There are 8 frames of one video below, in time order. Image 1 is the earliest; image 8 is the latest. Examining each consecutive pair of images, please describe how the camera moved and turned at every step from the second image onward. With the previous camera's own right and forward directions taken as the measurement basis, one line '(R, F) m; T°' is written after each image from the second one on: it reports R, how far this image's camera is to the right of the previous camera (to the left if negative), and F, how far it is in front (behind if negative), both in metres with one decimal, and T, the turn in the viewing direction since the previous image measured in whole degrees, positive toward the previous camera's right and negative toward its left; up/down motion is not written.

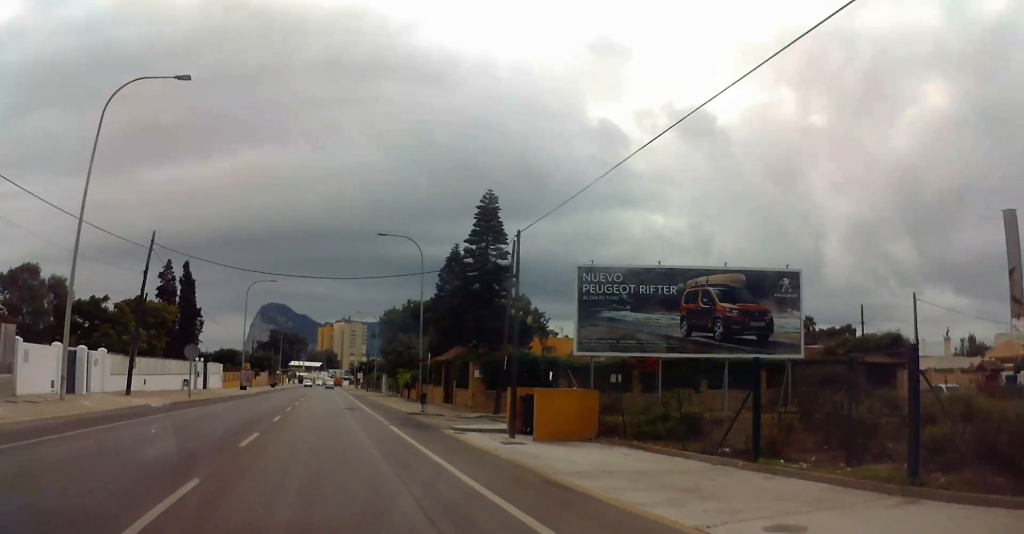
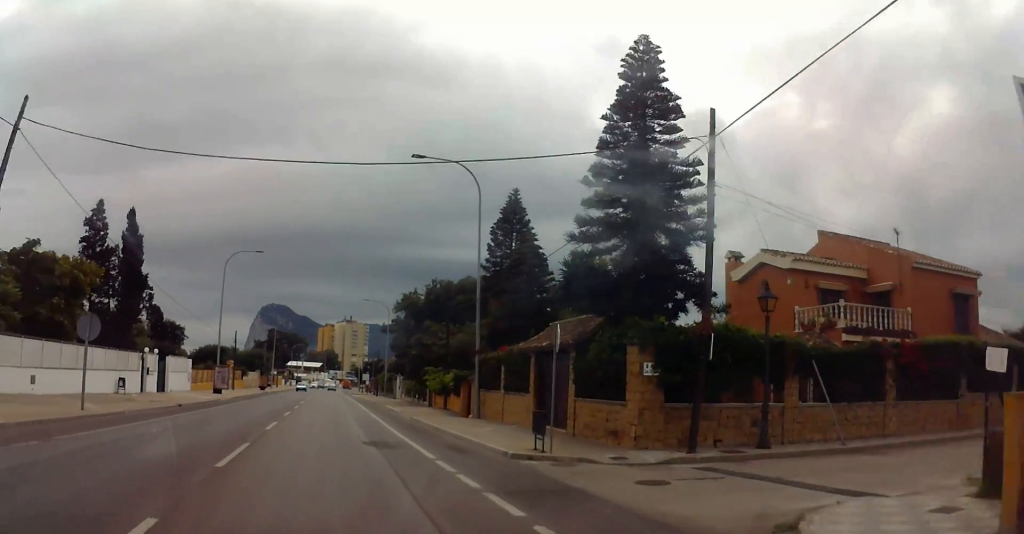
(-0.1, +17.2) m; -1°
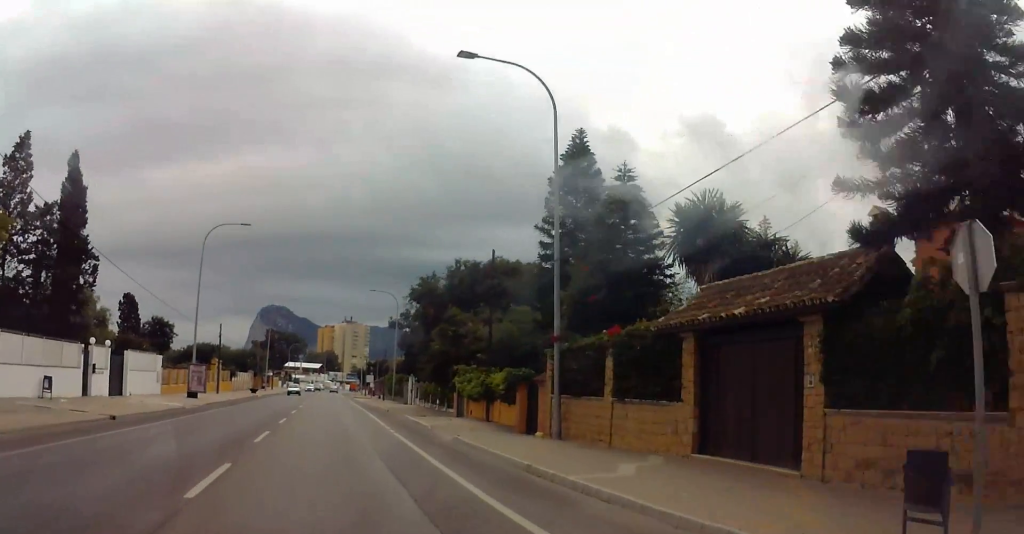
(-0.1, +11.2) m; 0°
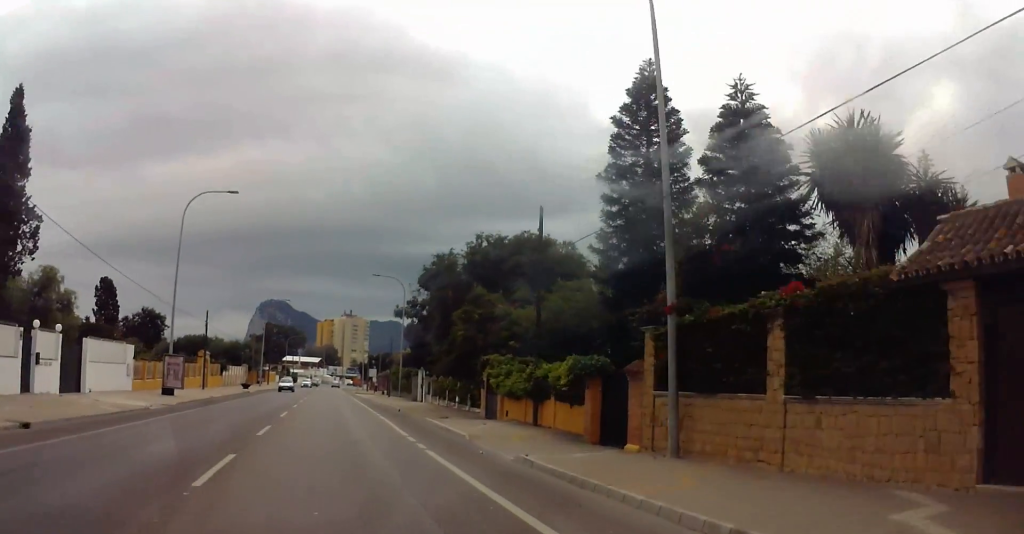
(-0.1, +6.9) m; 0°
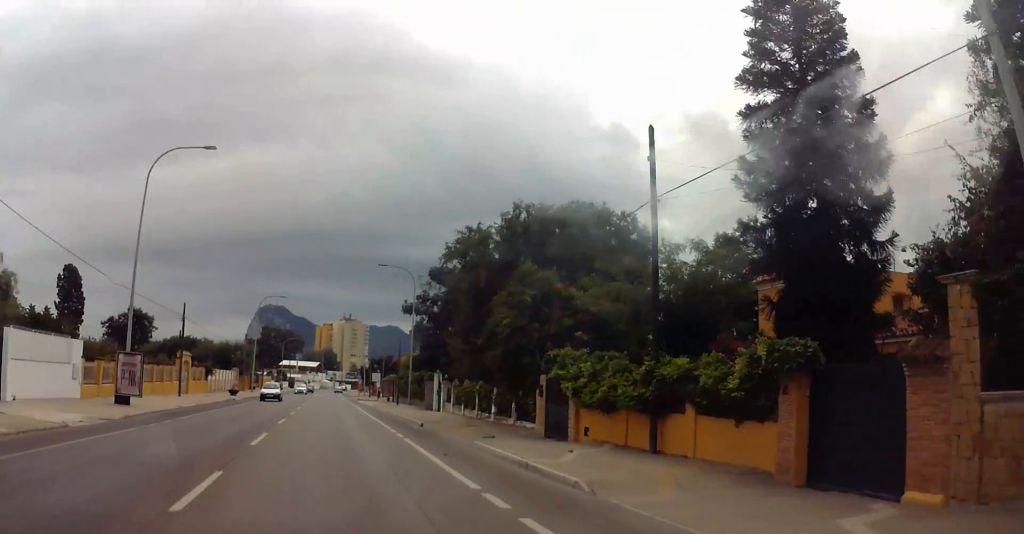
(+0.2, +9.0) m; +1°
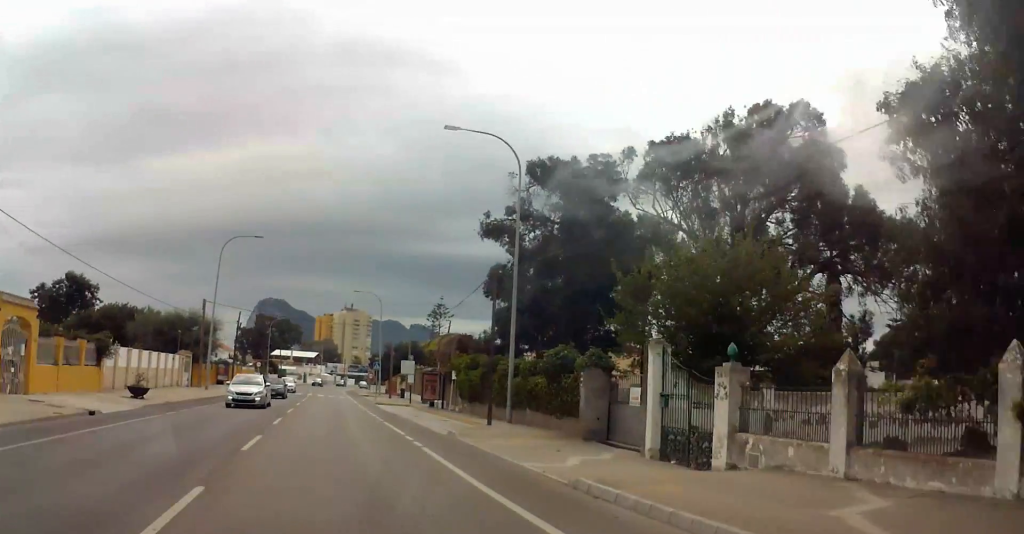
(+0.2, +32.8) m; 0°
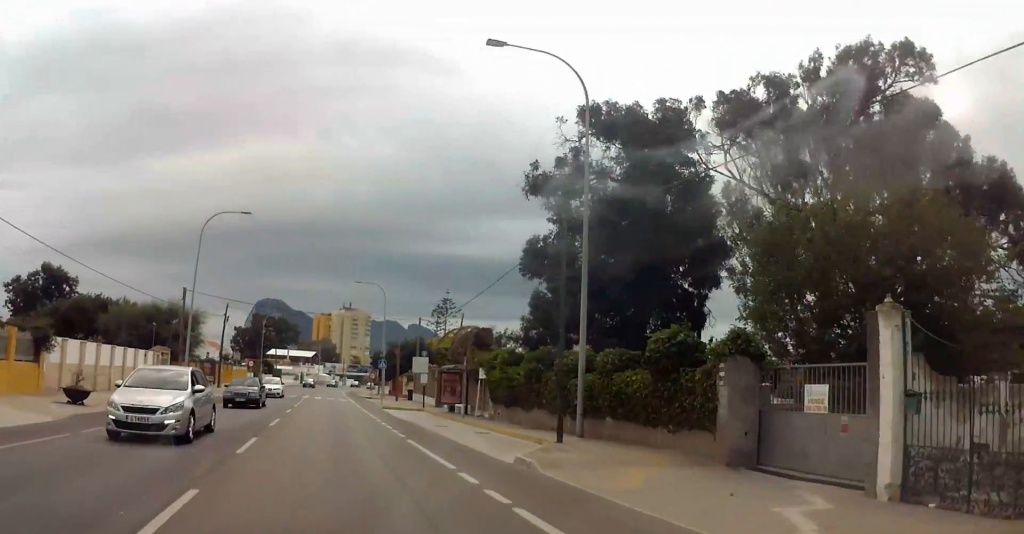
(+0.1, +7.9) m; -1°
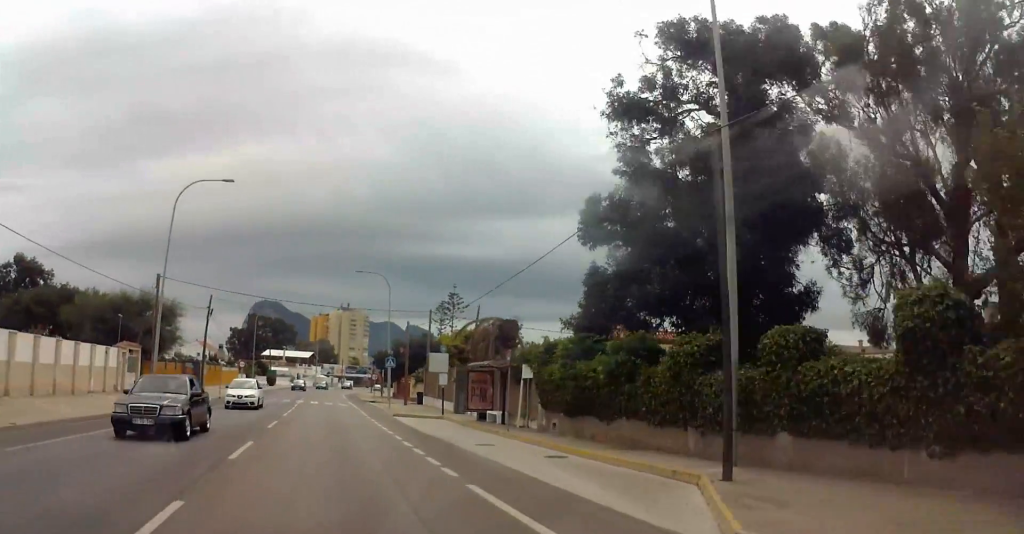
(-0.1, +7.4) m; -1°
